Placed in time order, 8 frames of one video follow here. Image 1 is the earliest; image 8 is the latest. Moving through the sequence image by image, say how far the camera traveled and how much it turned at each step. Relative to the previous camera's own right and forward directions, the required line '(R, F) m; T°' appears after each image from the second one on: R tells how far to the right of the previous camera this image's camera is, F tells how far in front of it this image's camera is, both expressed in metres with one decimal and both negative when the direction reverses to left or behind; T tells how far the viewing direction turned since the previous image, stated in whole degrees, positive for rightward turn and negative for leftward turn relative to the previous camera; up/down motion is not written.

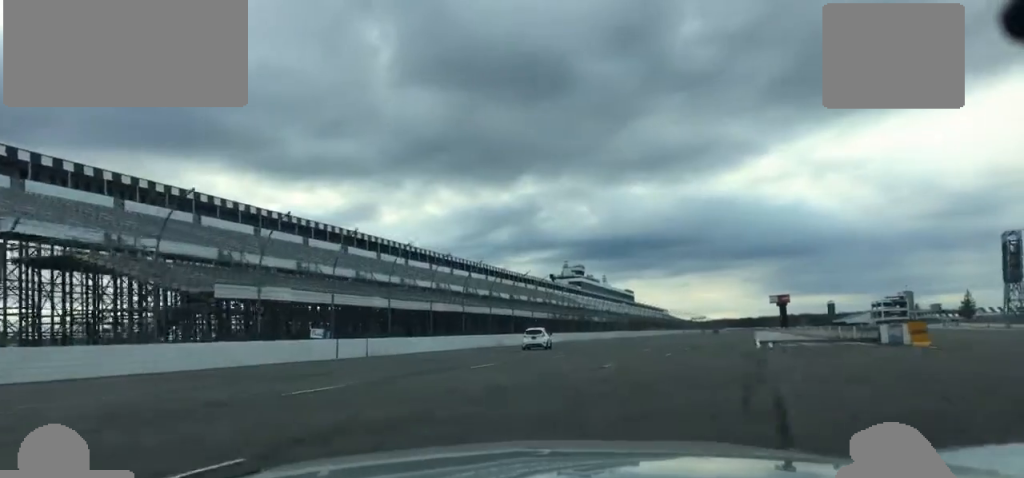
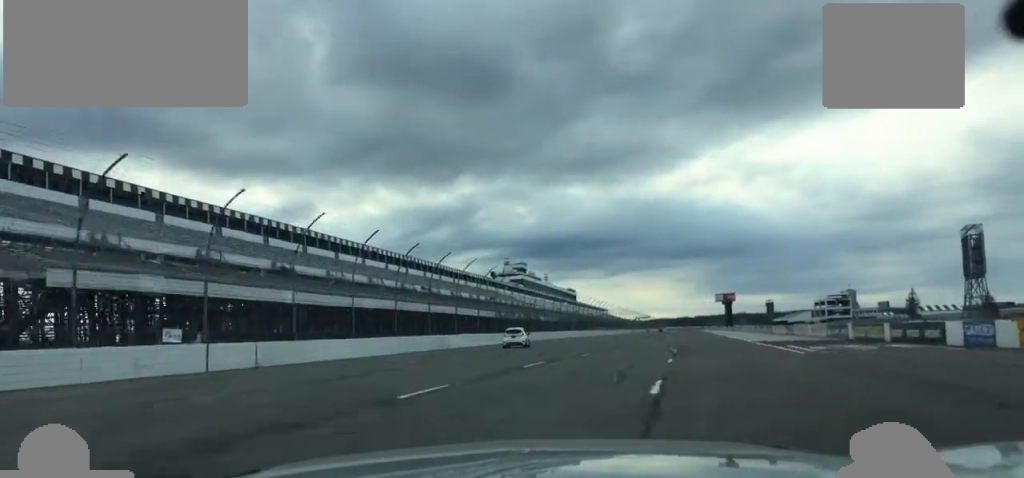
(+0.4, +13.7) m; +4°
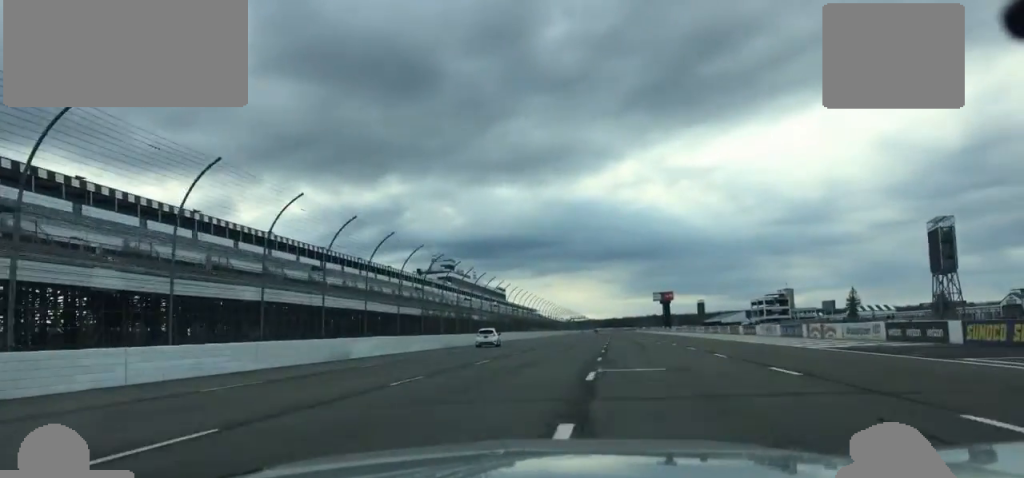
(+1.3, +20.9) m; +5°
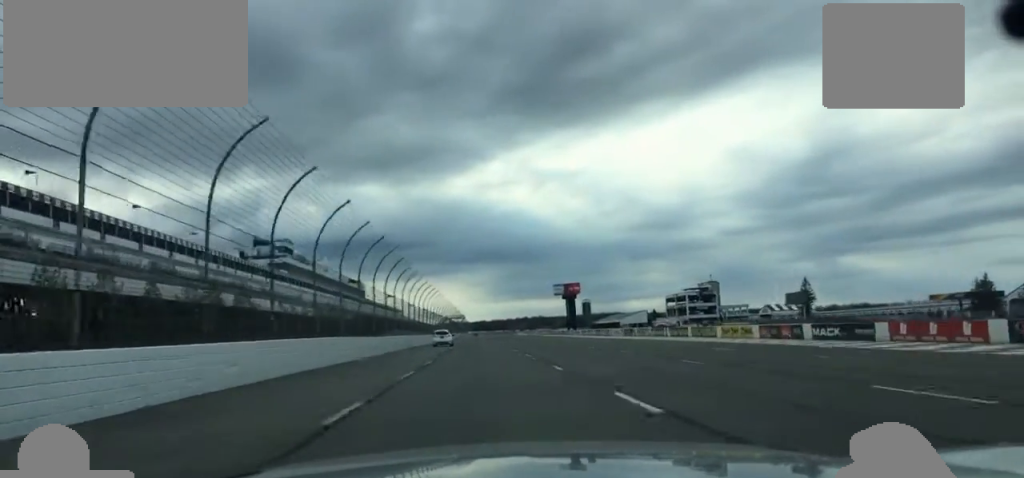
(+5.2, +80.9) m; +8°
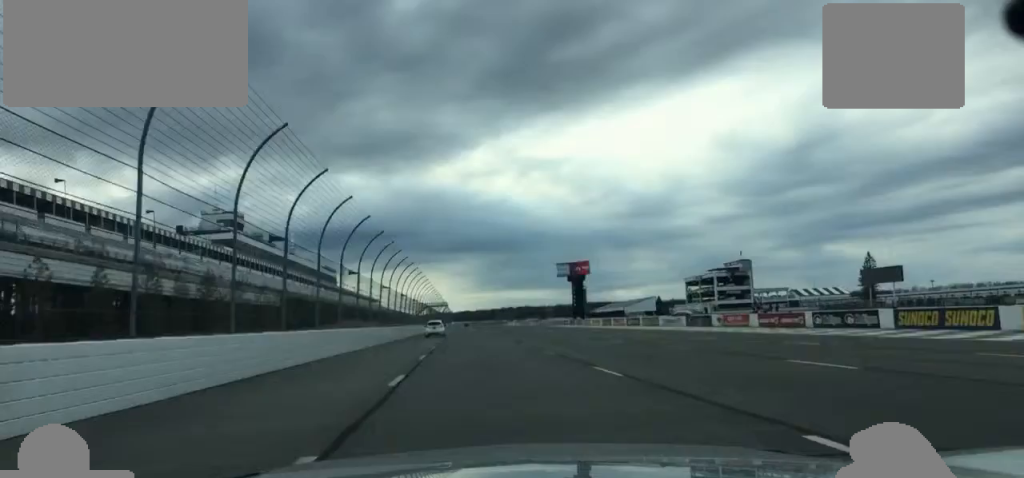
(+1.3, +43.0) m; +1°
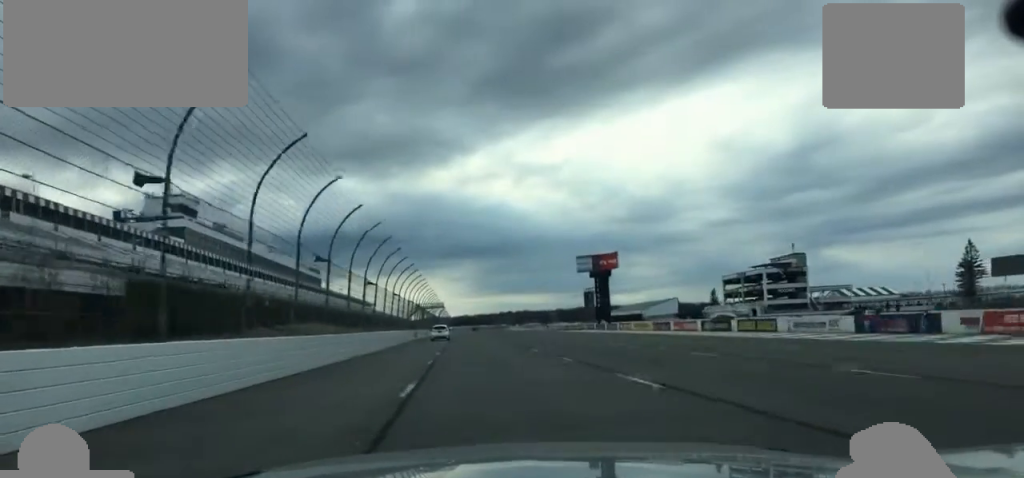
(-0.2, +38.7) m; -1°
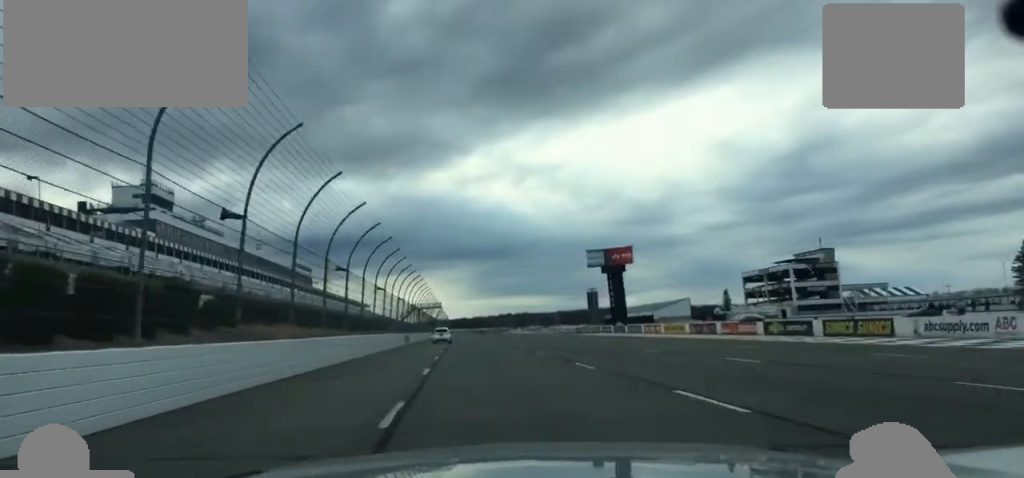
(+0.1, +17.3) m; -1°
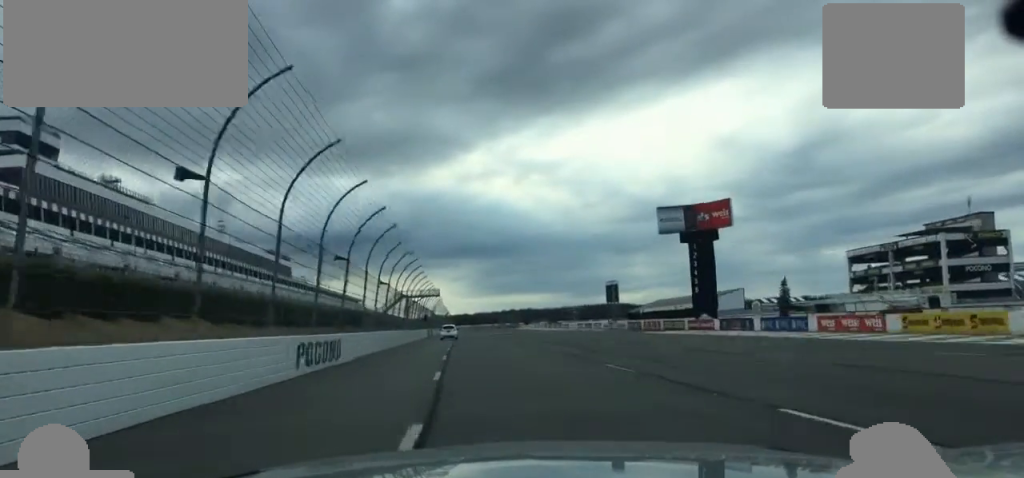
(-0.9, +53.2) m; 0°
